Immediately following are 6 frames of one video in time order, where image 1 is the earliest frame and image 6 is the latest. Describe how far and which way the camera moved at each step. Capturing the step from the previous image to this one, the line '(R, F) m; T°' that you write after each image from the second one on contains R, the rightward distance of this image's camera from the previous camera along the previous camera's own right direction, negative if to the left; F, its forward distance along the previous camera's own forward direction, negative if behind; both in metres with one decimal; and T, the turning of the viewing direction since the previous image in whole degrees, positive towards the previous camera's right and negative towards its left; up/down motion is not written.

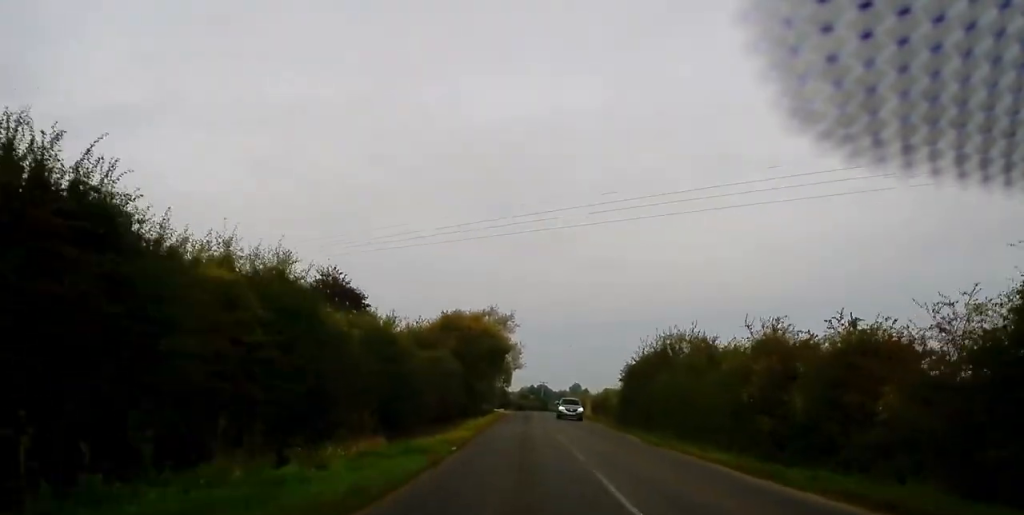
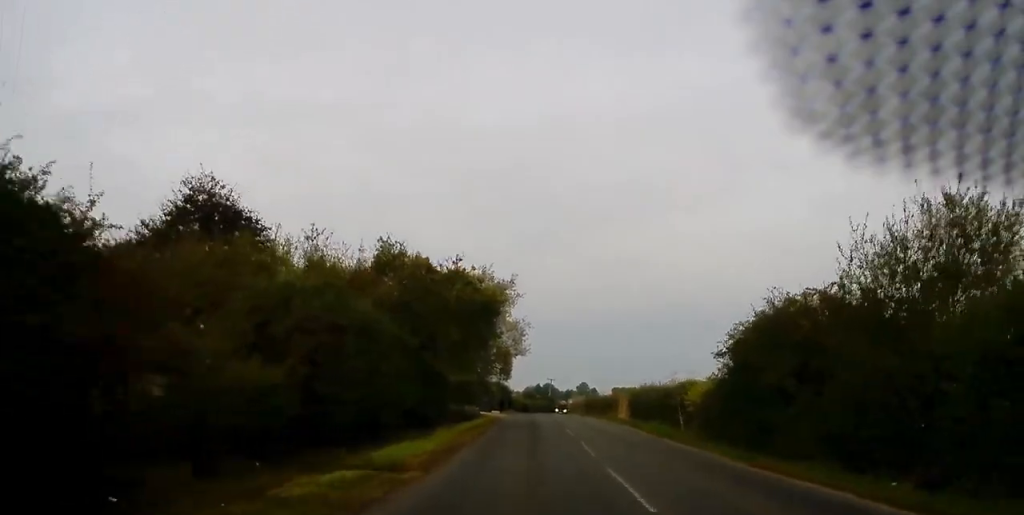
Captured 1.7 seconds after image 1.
(-0.8, +27.0) m; -2°
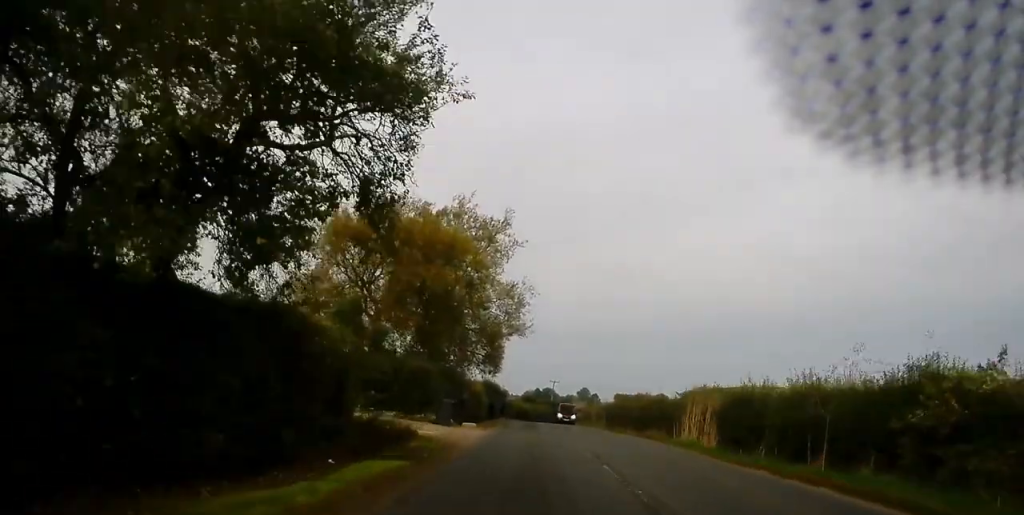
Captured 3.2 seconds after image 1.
(+0.7, +25.6) m; +2°
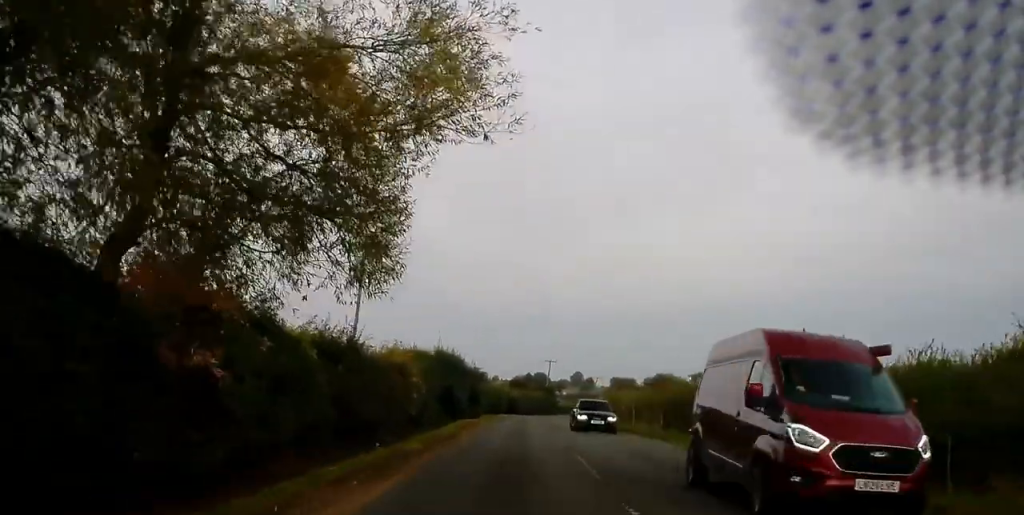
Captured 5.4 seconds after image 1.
(+0.1, +34.3) m; 0°
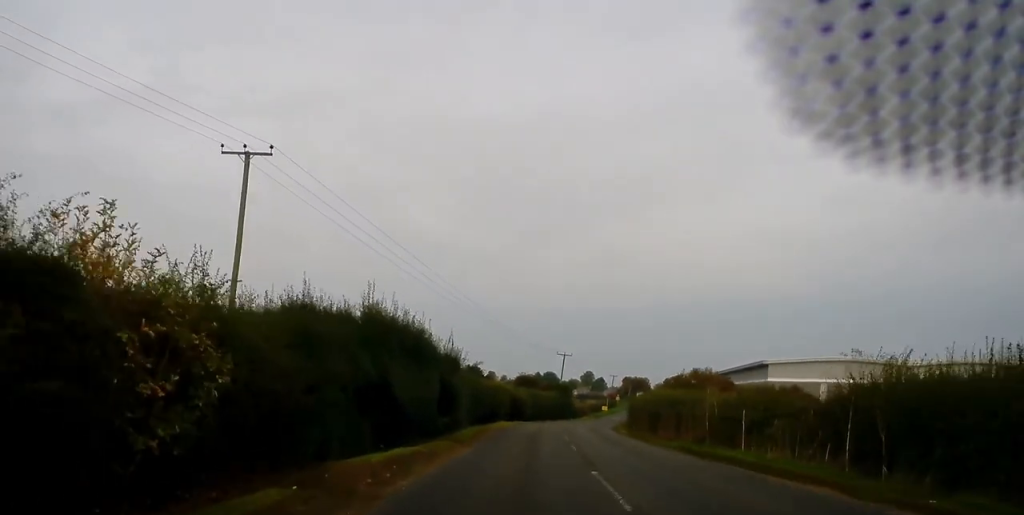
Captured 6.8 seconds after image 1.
(0.0, +21.1) m; 0°
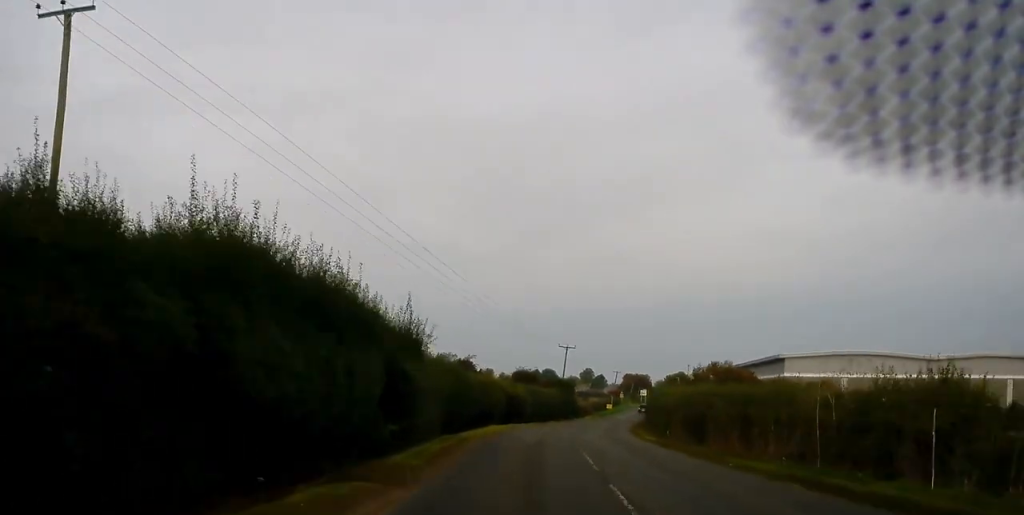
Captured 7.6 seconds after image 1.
(0.0, +11.3) m; -1°
